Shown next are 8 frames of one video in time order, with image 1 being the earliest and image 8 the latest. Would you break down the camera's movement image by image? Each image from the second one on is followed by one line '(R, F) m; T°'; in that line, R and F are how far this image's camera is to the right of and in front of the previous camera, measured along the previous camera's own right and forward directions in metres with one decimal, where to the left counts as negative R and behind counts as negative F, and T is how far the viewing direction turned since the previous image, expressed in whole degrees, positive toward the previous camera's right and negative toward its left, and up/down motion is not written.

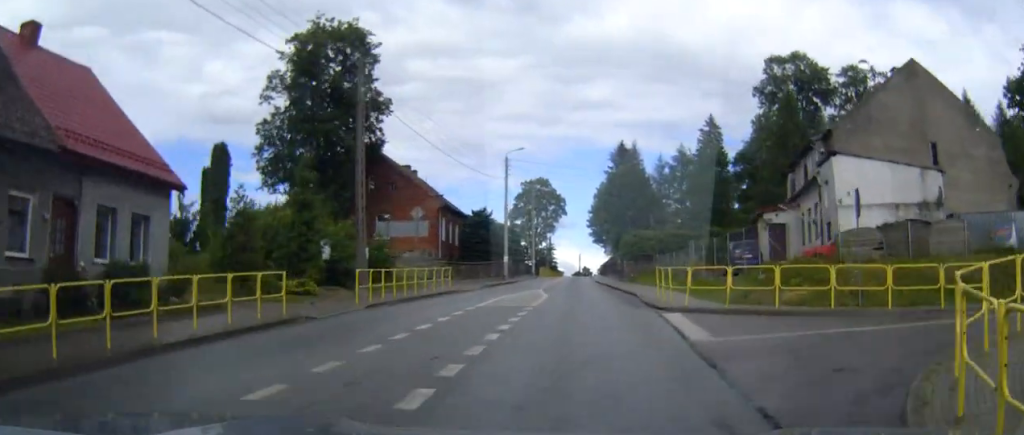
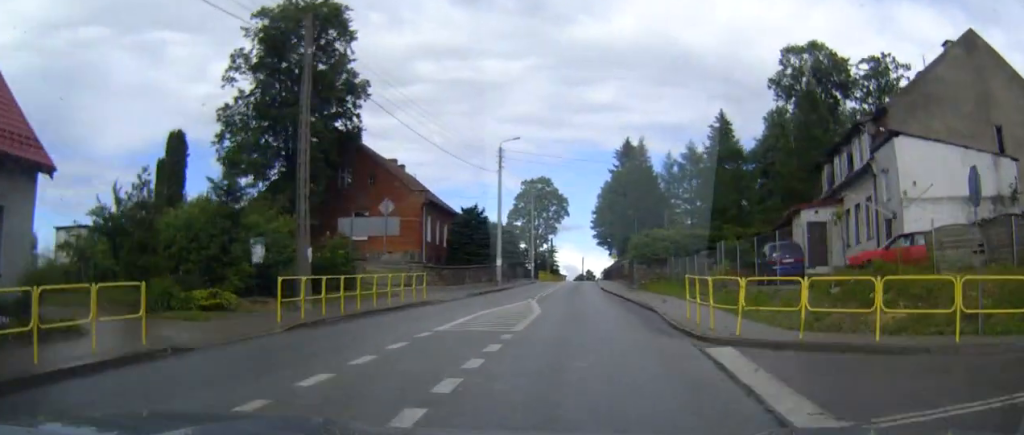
(0.0, +7.0) m; 0°
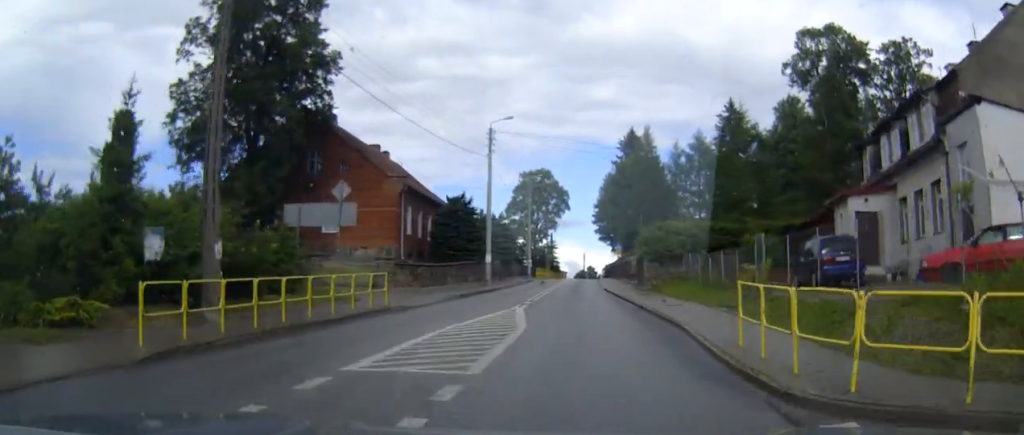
(0.0, +6.6) m; 0°
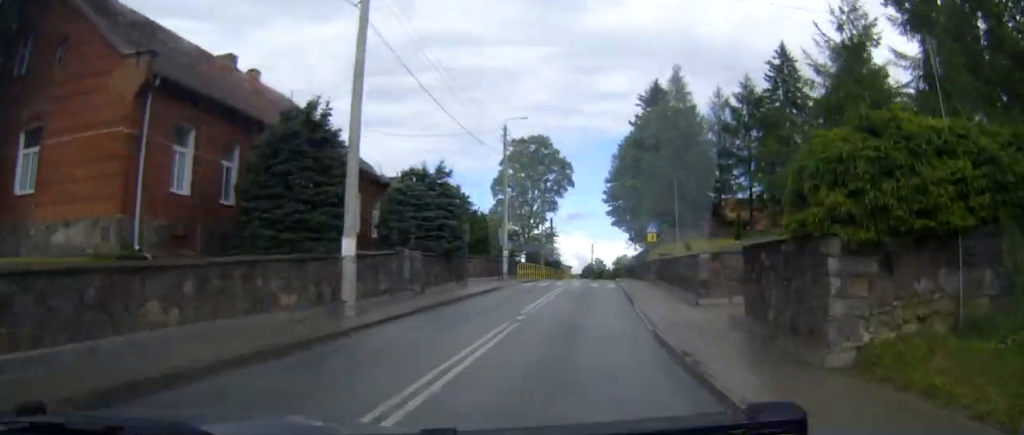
(-0.1, +29.0) m; 0°
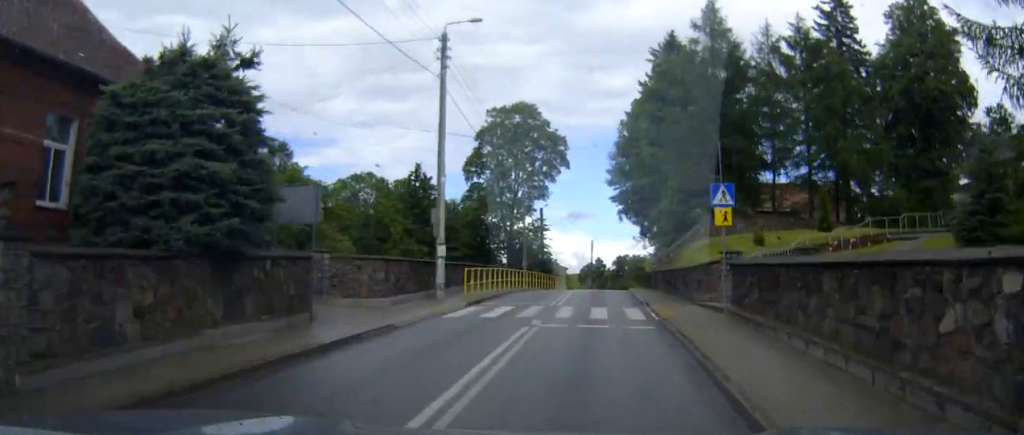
(-0.2, +21.3) m; 0°
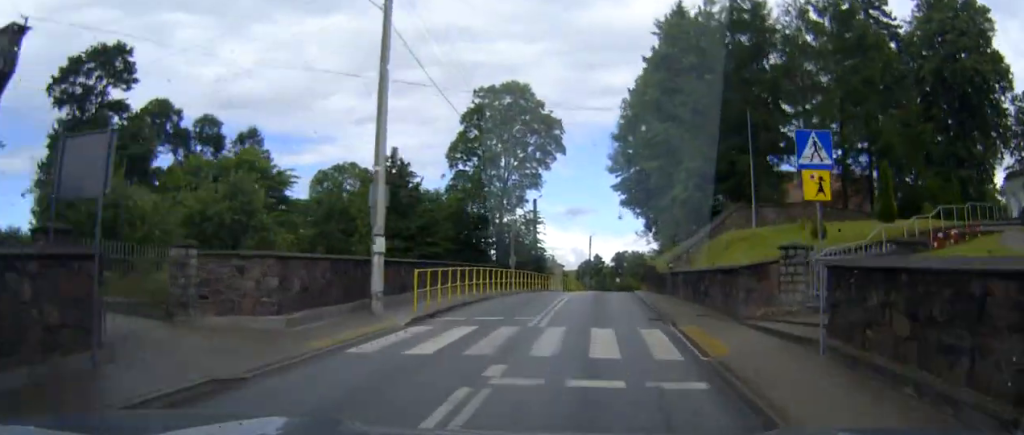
(0.0, +8.1) m; 0°
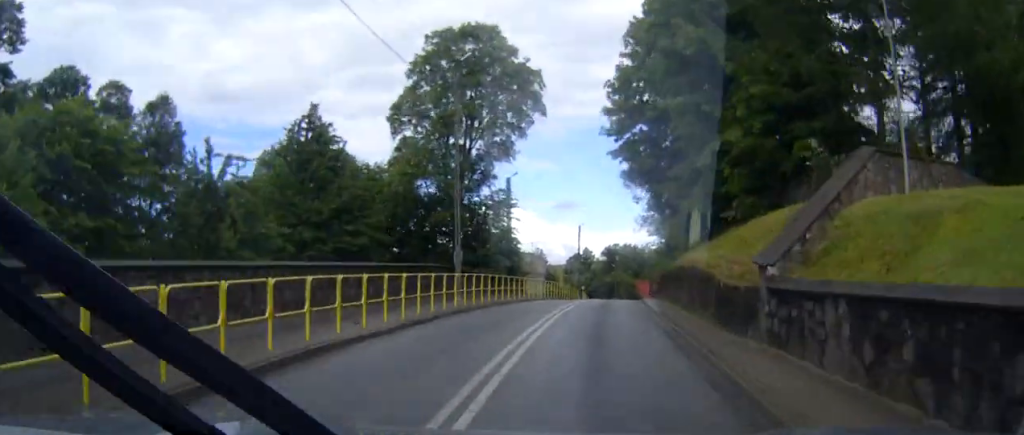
(0.0, +17.2) m; 0°
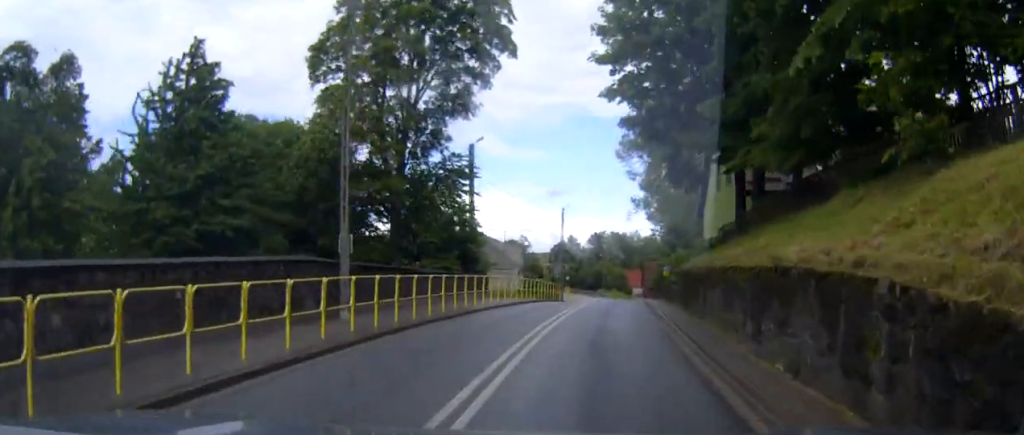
(+0.1, +13.4) m; +2°
